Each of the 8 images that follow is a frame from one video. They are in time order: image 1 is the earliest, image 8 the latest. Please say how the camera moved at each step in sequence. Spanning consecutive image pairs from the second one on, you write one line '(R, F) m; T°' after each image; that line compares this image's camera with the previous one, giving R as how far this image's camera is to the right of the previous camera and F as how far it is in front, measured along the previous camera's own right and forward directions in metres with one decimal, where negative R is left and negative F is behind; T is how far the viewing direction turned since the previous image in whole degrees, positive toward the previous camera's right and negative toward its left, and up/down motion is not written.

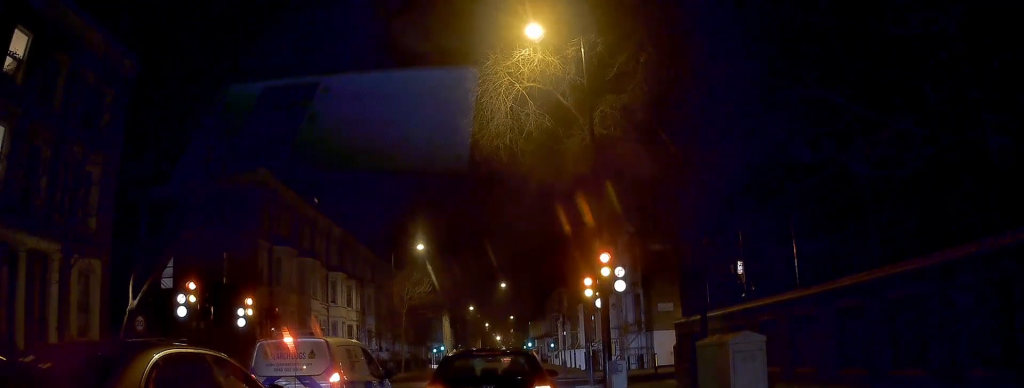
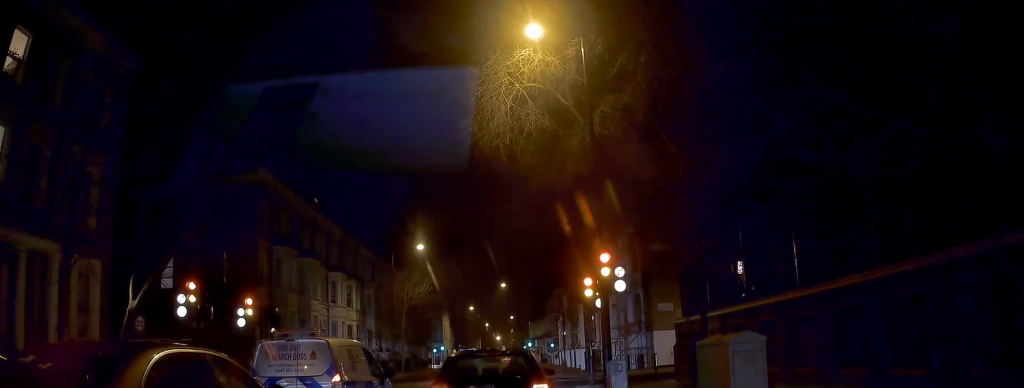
(0.0, 0.0) m; 0°
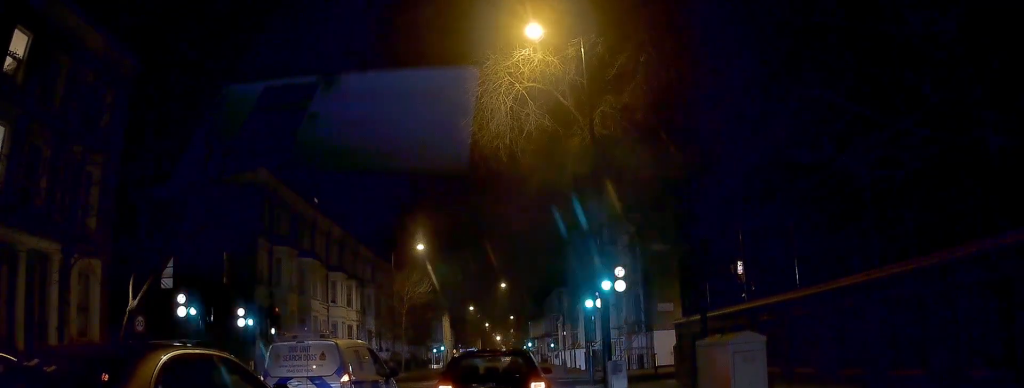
(0.0, 0.0) m; 0°
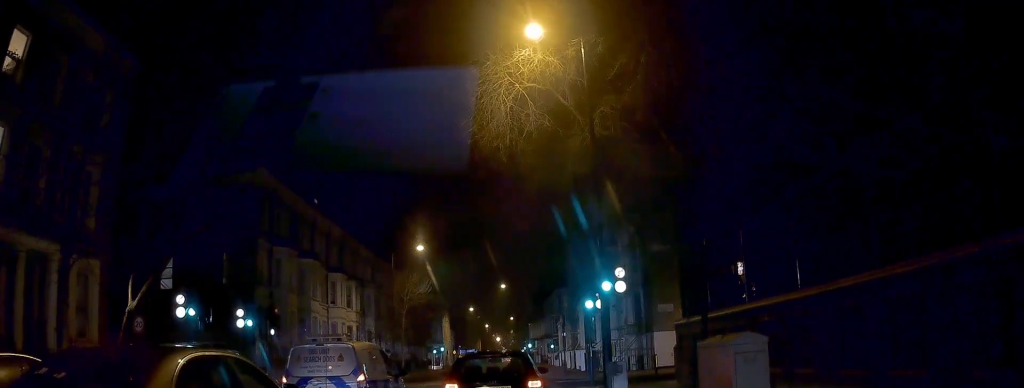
(0.0, 0.0) m; 0°
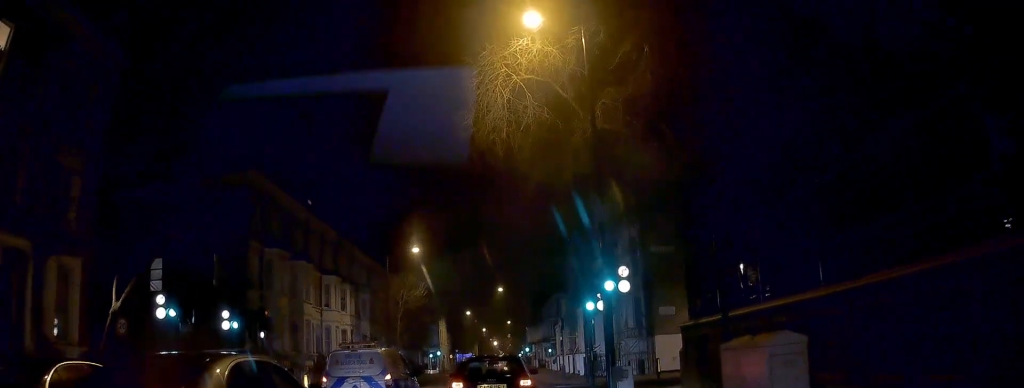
(0.0, 0.0) m; 0°
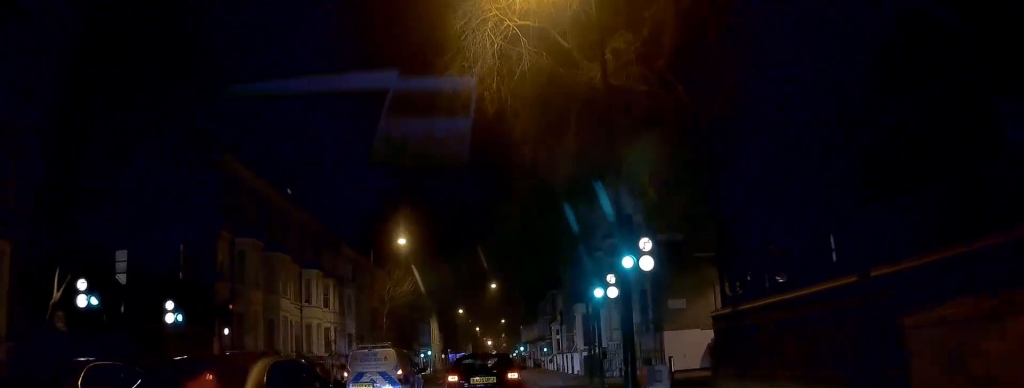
(0.0, +1.0) m; -1°
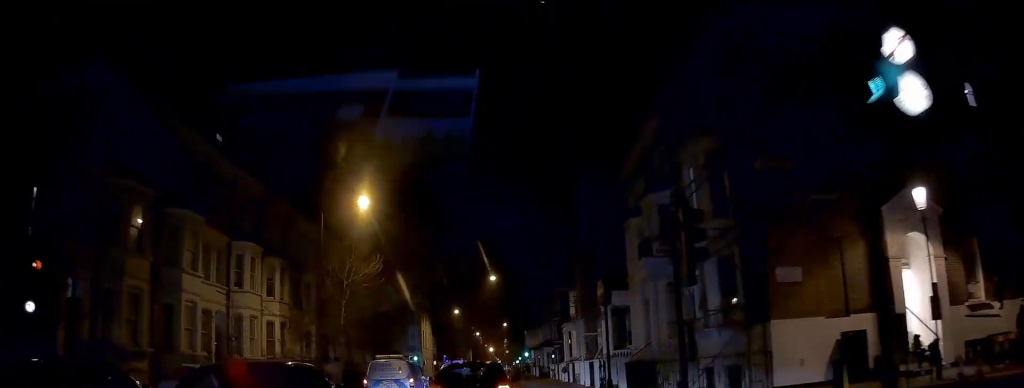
(-0.4, +9.7) m; -3°
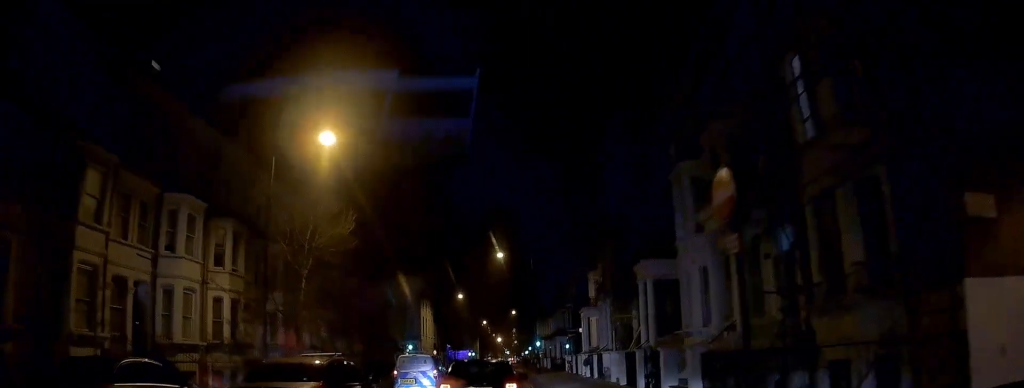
(0.0, +8.0) m; 0°
